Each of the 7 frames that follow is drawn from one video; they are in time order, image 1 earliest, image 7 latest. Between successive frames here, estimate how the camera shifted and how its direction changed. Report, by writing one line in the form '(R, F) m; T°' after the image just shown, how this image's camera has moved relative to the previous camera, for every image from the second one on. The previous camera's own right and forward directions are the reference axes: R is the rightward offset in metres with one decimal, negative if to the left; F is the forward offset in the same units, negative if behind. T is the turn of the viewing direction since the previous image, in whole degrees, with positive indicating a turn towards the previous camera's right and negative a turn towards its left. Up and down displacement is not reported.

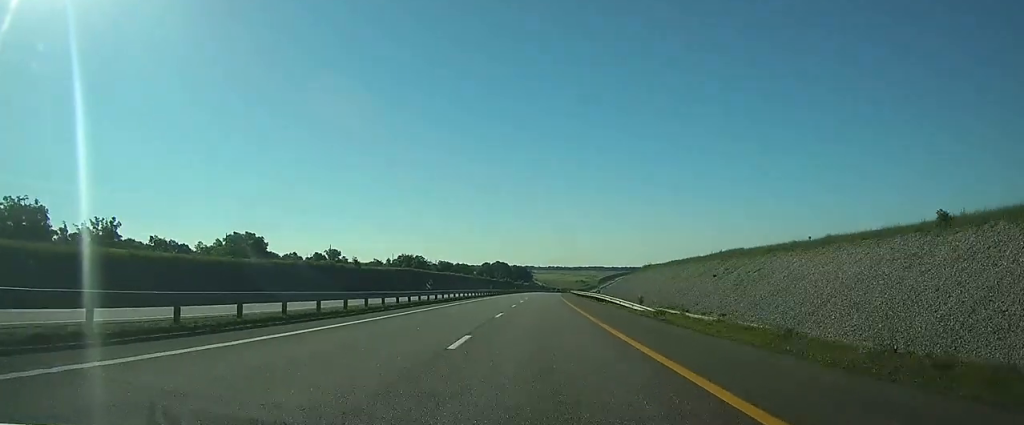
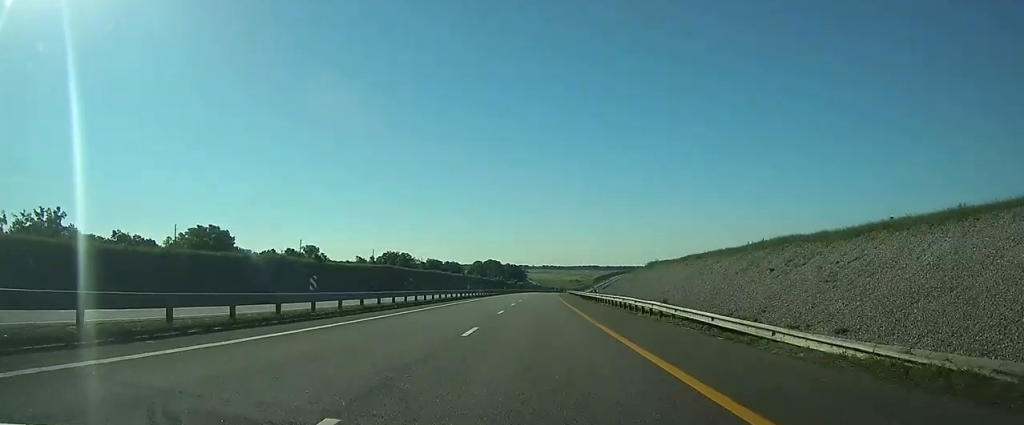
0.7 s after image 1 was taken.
(0.0, +20.9) m; +1°
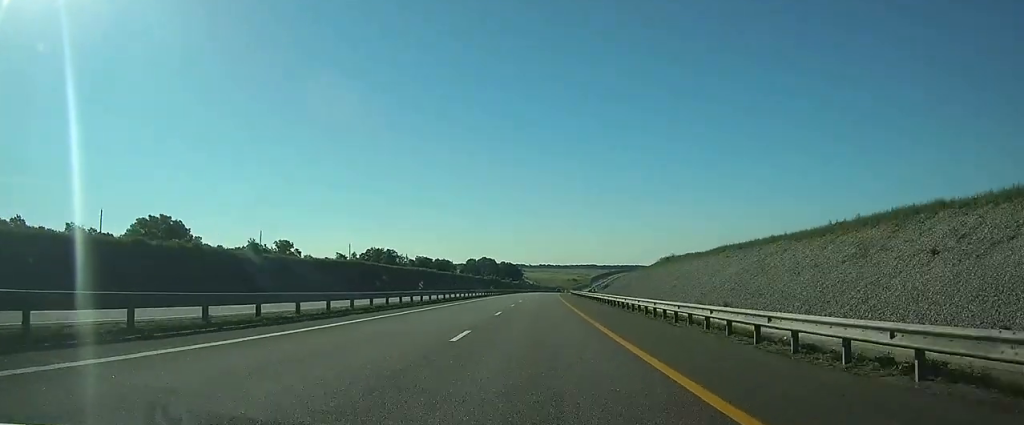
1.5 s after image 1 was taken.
(+0.3, +24.9) m; +1°
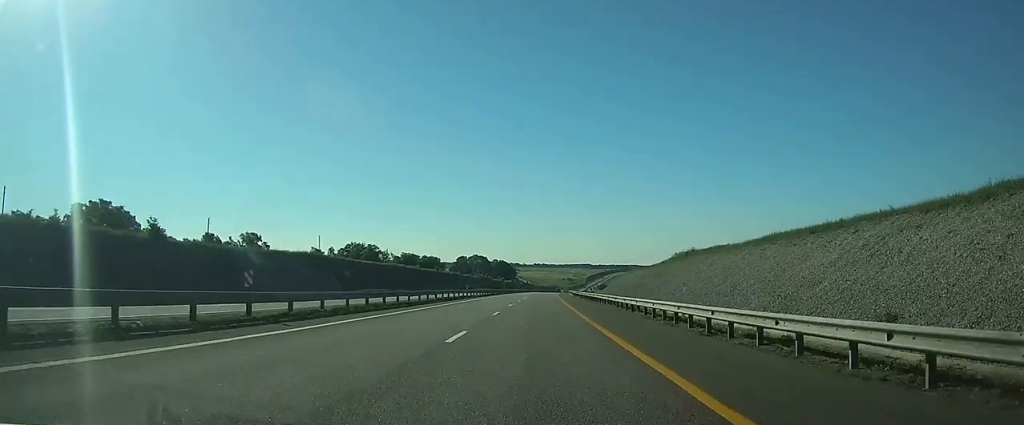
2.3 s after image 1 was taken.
(0.0, +24.0) m; 0°
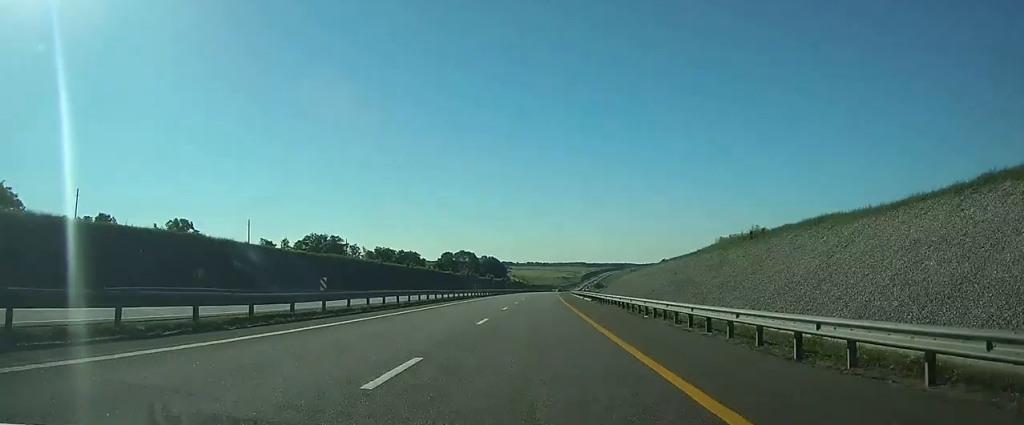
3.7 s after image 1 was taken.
(+0.1, +41.2) m; +1°
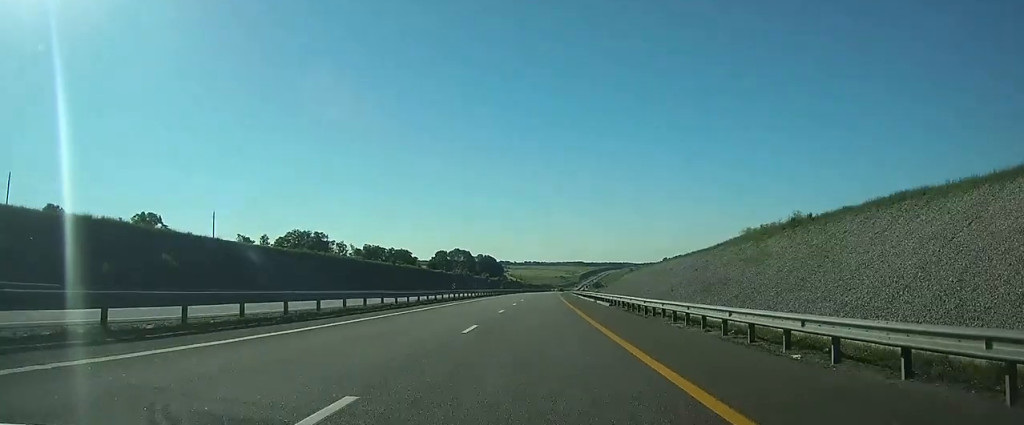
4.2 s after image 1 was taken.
(+0.1, +15.2) m; 0°
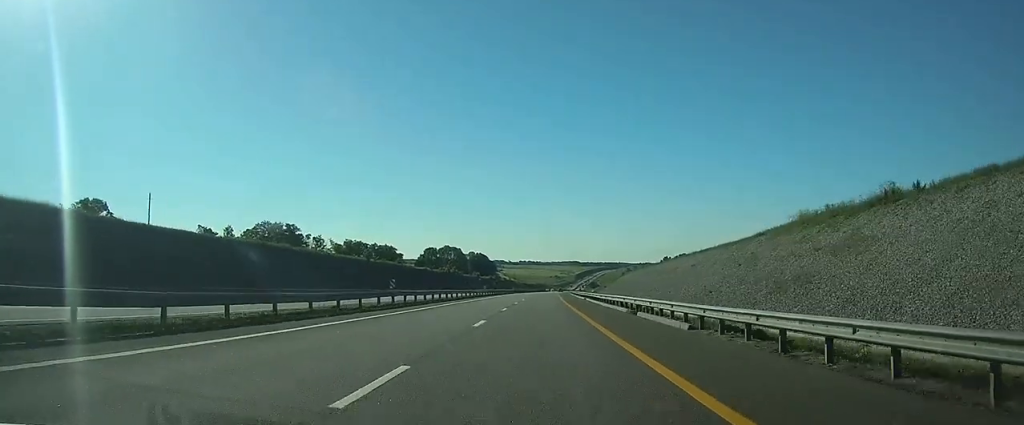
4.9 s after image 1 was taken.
(+0.1, +21.4) m; 0°
